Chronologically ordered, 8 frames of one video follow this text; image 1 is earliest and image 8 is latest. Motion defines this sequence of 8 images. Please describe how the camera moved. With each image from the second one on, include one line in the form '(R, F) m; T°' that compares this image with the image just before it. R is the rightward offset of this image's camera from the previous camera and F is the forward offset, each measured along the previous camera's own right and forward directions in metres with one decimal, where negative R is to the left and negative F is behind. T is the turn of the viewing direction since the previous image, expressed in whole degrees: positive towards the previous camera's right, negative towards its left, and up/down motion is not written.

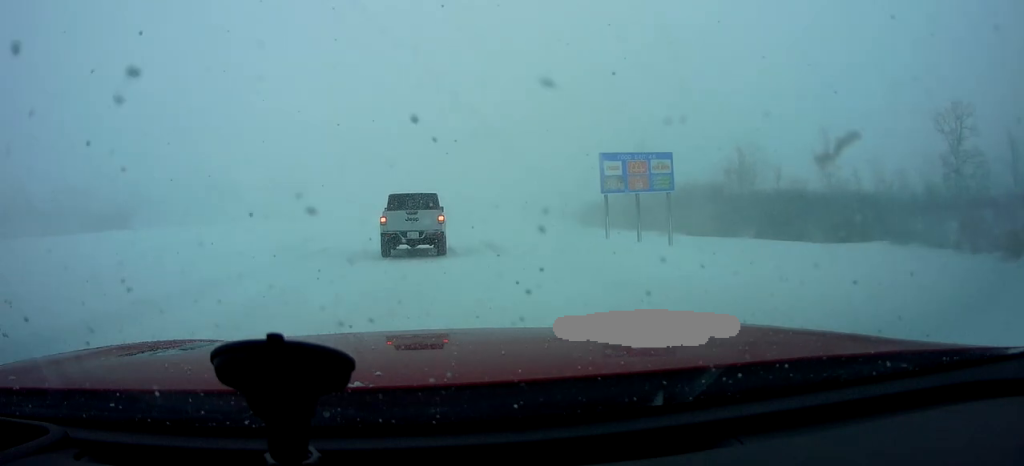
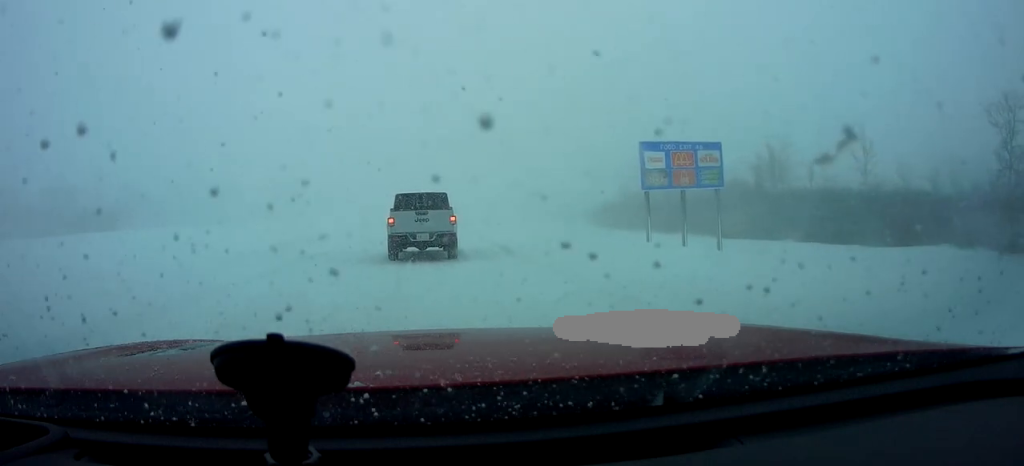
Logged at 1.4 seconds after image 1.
(0.0, +6.3) m; 0°
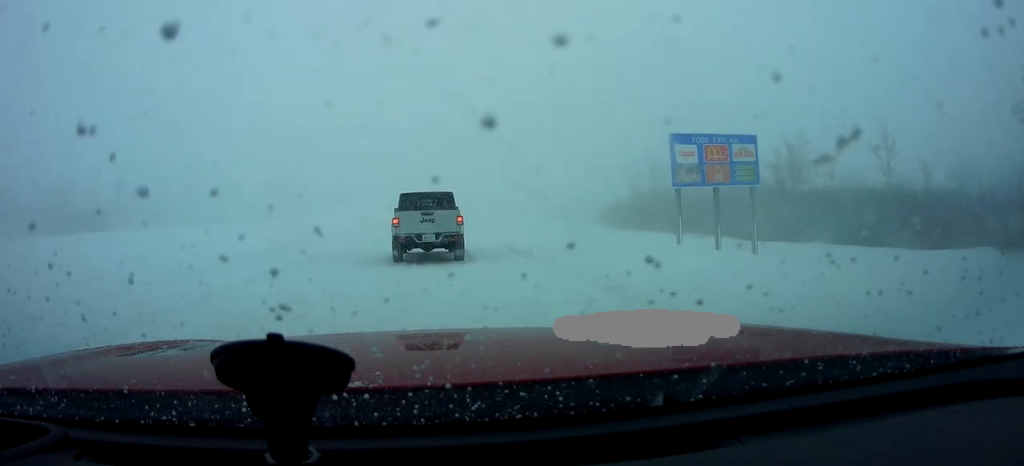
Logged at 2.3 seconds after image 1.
(0.0, +3.9) m; 0°
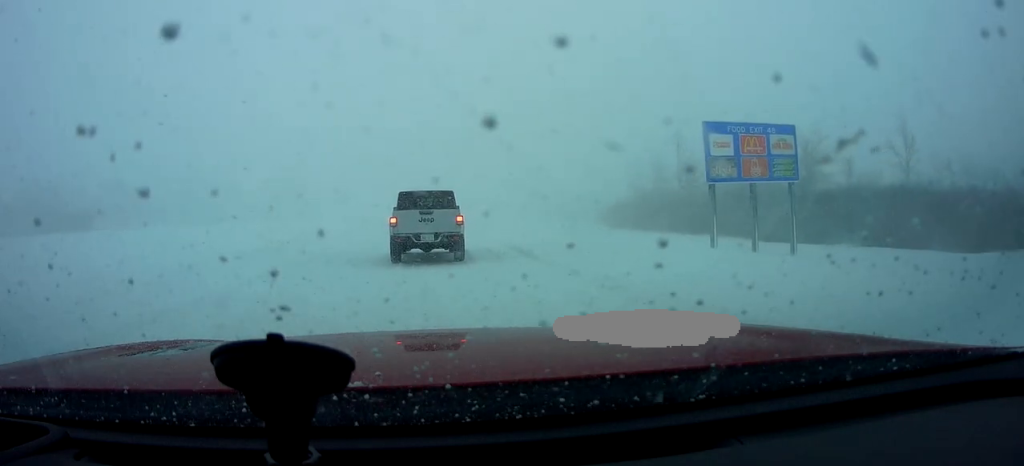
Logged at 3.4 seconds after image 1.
(0.0, +4.5) m; 0°
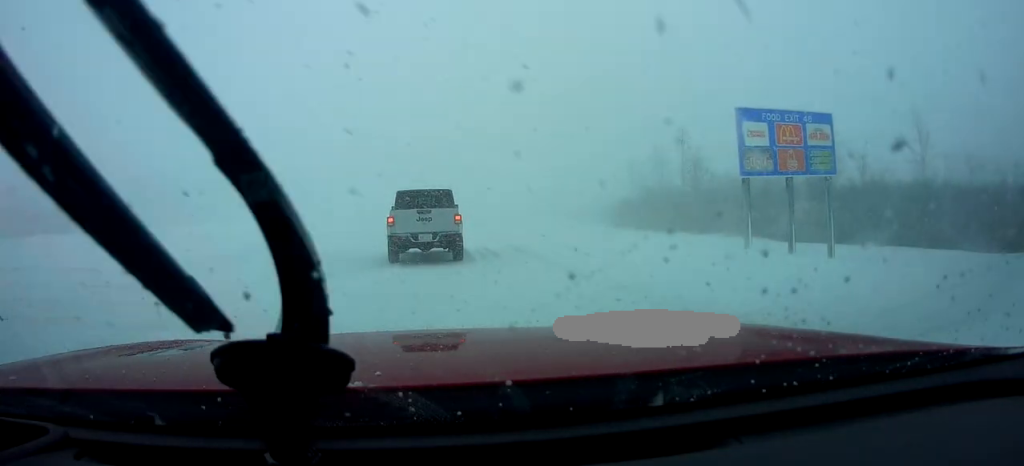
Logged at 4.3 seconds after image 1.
(0.0, +3.4) m; 0°
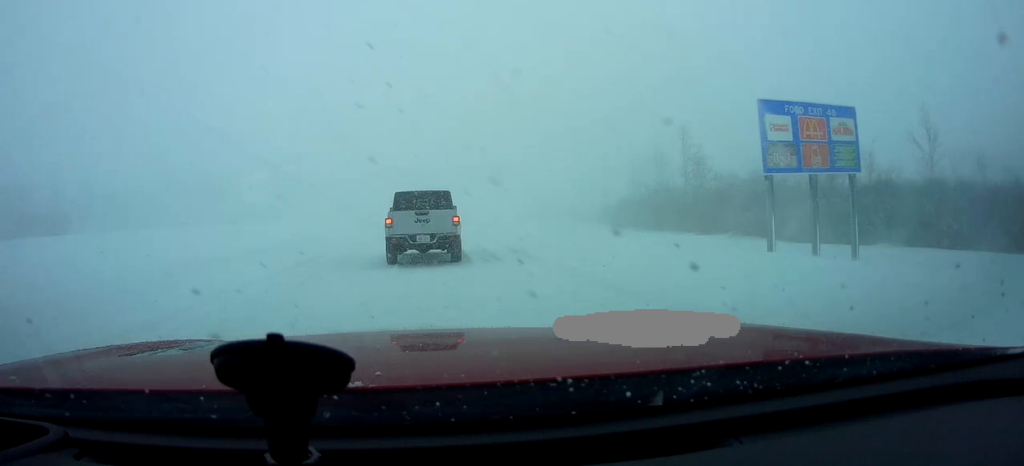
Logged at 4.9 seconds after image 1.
(0.0, +1.9) m; 0°
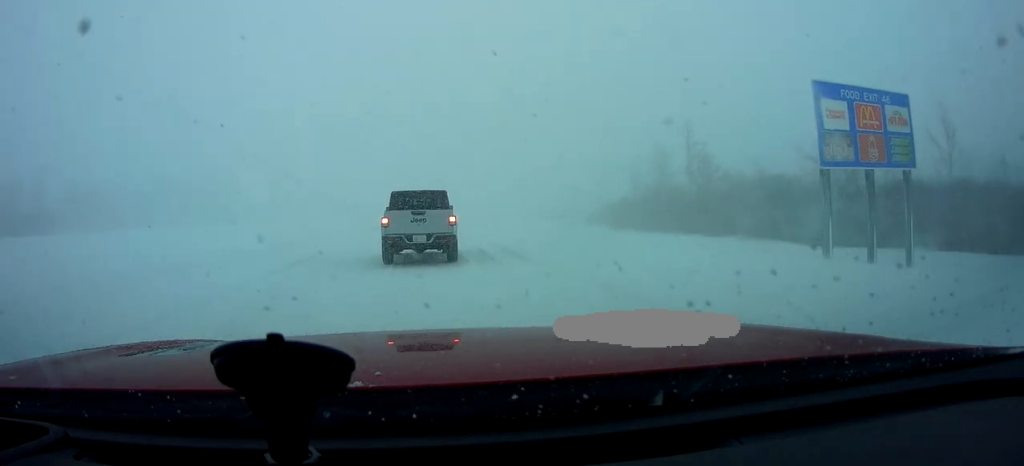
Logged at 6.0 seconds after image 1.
(0.0, +3.5) m; 0°
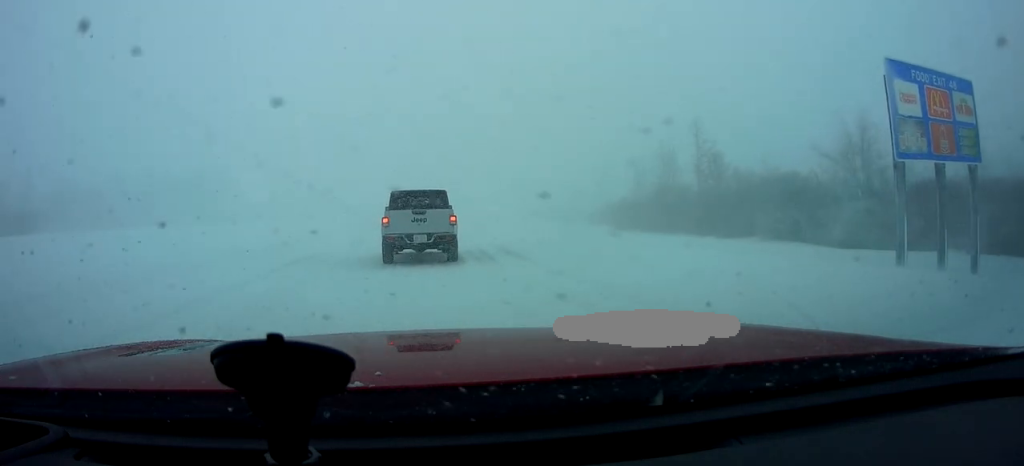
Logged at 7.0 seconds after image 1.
(0.0, +3.4) m; 0°
